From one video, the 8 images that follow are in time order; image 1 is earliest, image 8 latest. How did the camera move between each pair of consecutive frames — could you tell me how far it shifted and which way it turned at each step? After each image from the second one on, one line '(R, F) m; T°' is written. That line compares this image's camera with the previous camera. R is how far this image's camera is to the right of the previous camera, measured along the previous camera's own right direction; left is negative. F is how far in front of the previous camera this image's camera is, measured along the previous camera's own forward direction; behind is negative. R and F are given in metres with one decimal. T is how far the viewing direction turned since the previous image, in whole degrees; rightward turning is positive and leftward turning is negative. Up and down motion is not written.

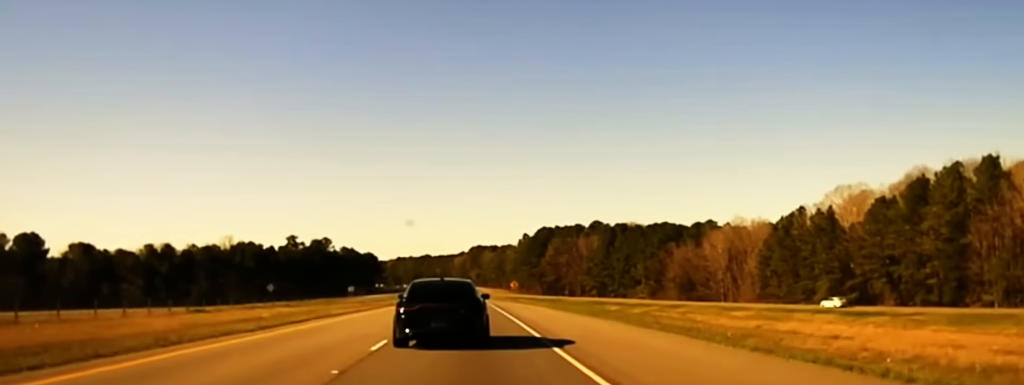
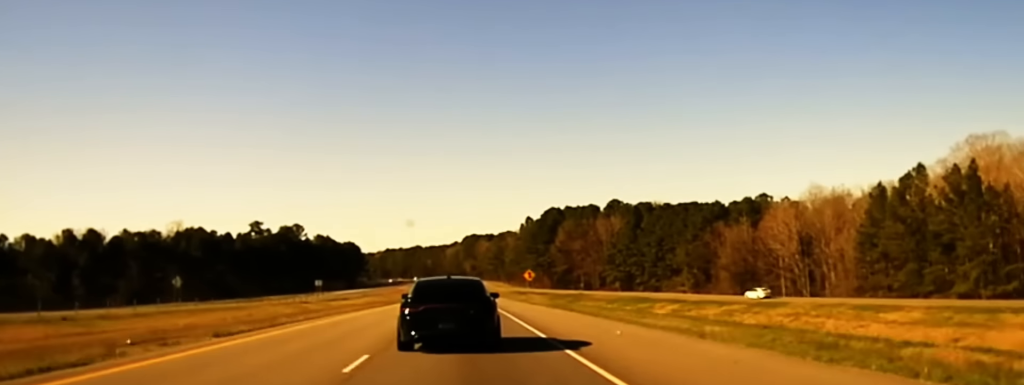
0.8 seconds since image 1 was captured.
(0.0, +50.7) m; 0°
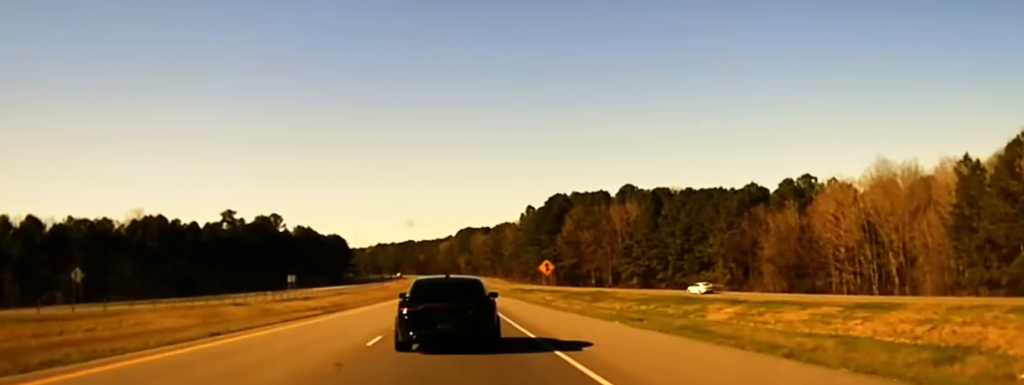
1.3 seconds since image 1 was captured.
(+0.1, +30.2) m; 0°
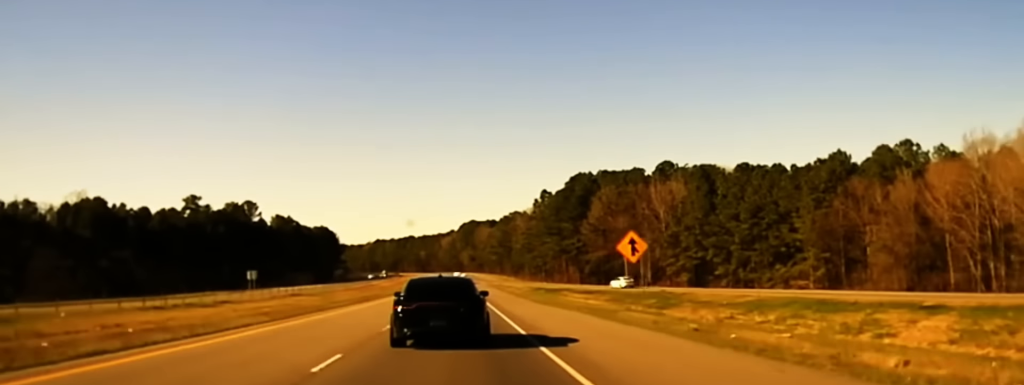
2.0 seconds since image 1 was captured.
(+0.1, +42.9) m; 0°
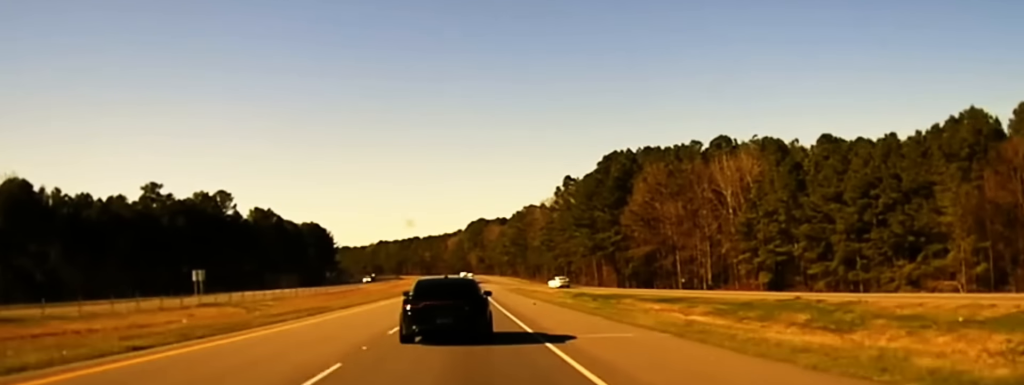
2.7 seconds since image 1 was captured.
(0.0, +39.5) m; 0°
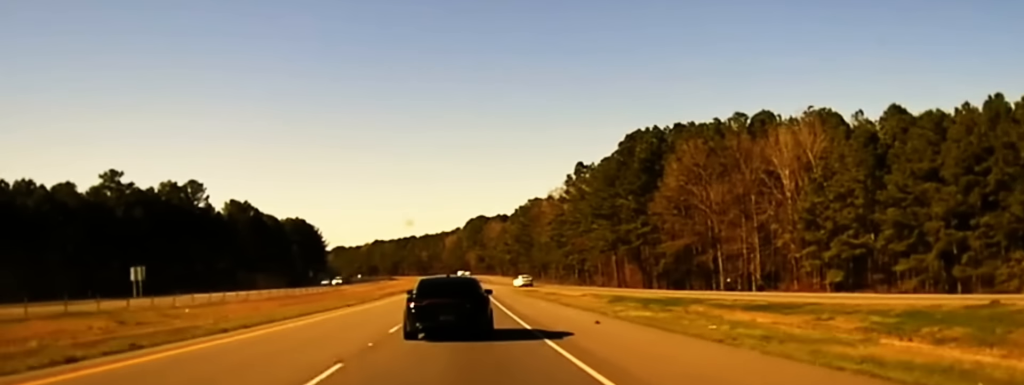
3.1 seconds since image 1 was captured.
(+0.1, +25.5) m; 0°
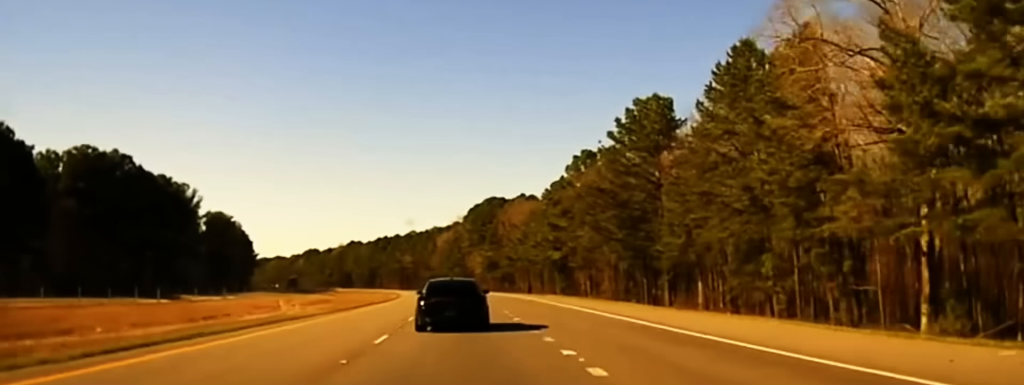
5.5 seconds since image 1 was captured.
(-2.0, +151.8) m; -1°
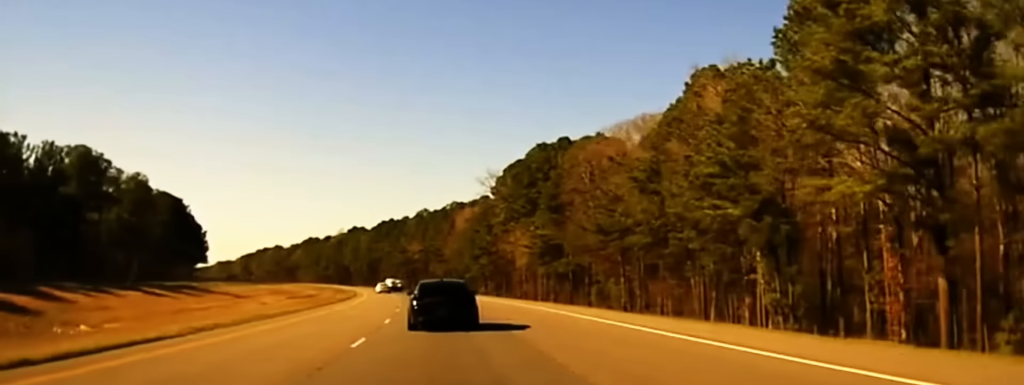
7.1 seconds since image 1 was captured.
(-2.0, +92.8) m; -4°
